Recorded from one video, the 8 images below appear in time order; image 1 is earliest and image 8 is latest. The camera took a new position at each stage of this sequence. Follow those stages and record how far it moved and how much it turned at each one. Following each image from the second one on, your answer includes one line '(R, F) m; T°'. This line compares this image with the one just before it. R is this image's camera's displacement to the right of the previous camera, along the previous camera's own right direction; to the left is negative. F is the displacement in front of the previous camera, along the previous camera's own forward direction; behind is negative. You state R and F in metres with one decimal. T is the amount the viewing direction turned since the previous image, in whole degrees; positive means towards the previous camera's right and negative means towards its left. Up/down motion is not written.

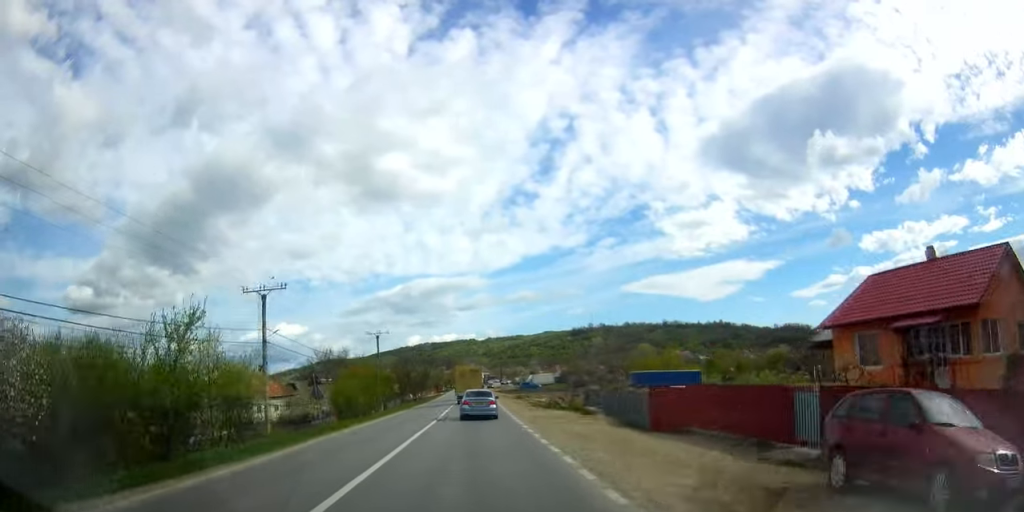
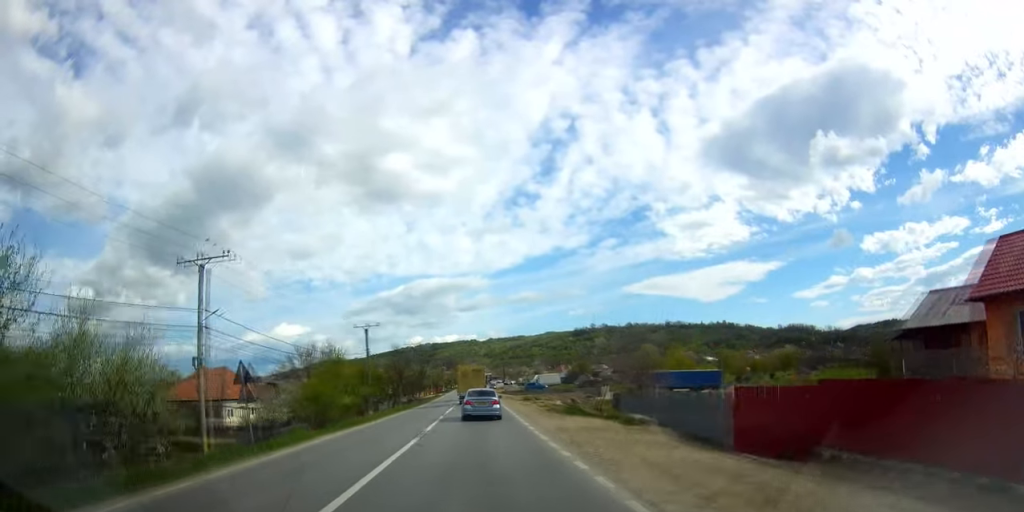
(0.0, +8.7) m; 0°
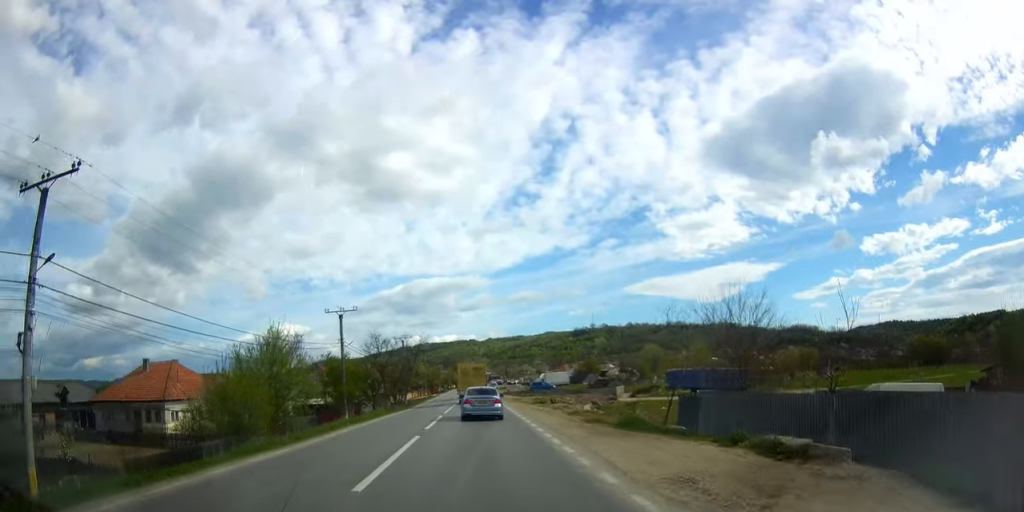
(-0.1, +12.7) m; 0°
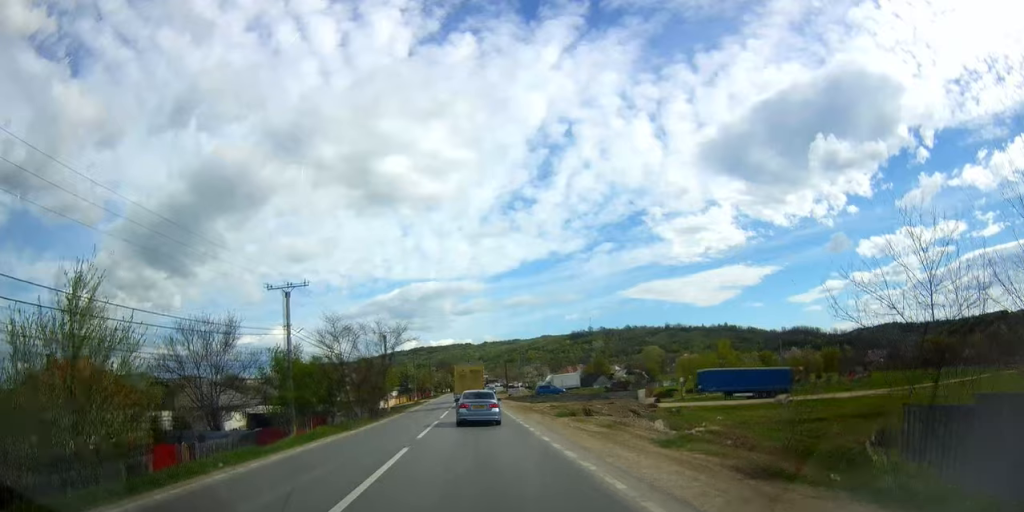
(-0.1, +15.7) m; 0°
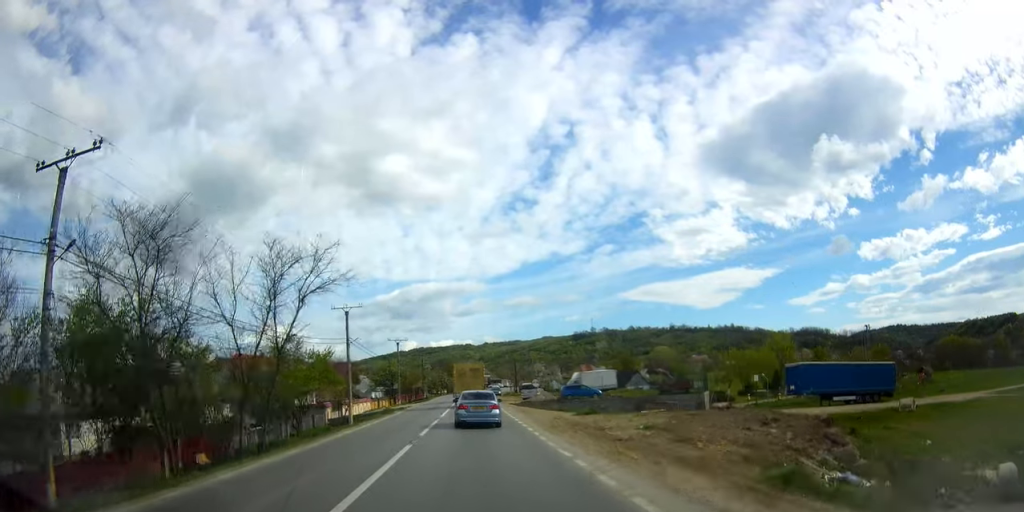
(-0.1, +25.4) m; 0°
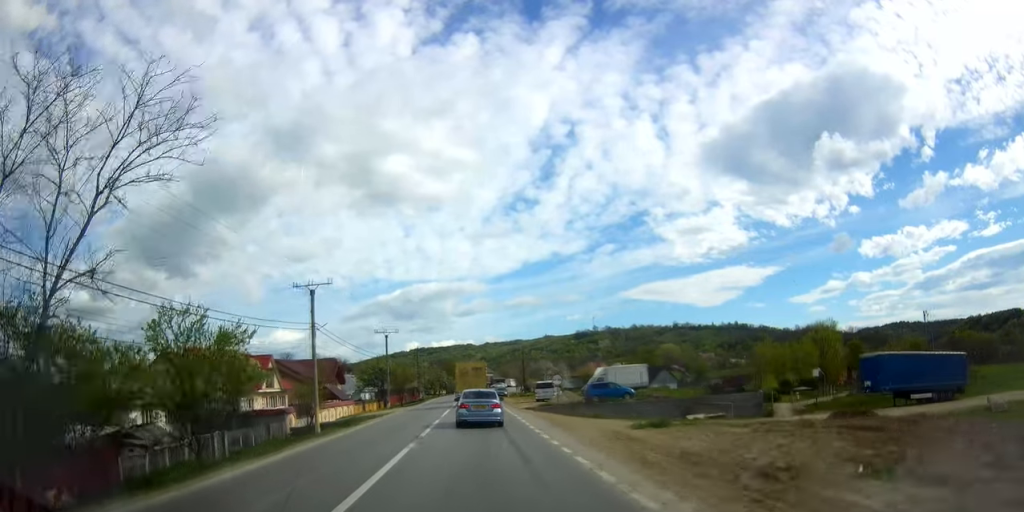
(0.0, +13.0) m; 0°
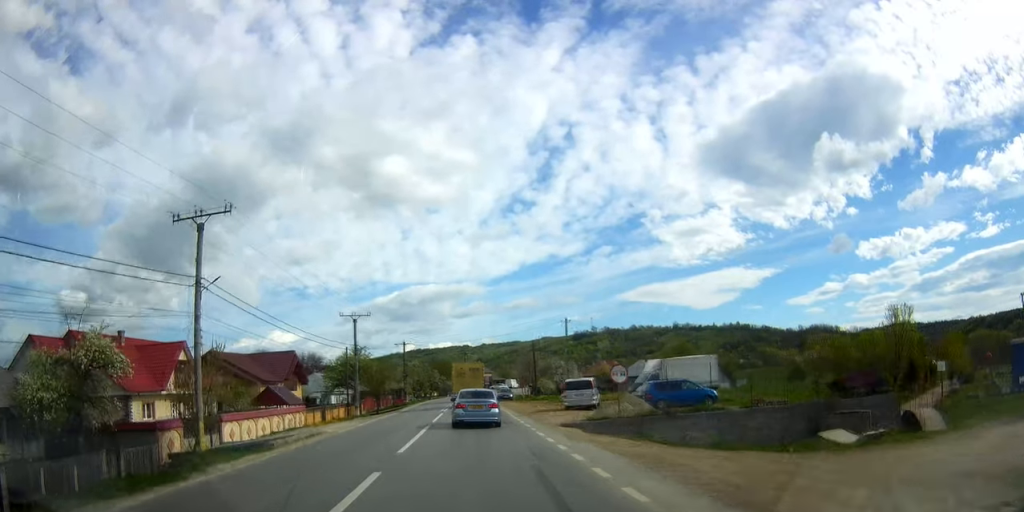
(0.0, +18.7) m; +1°
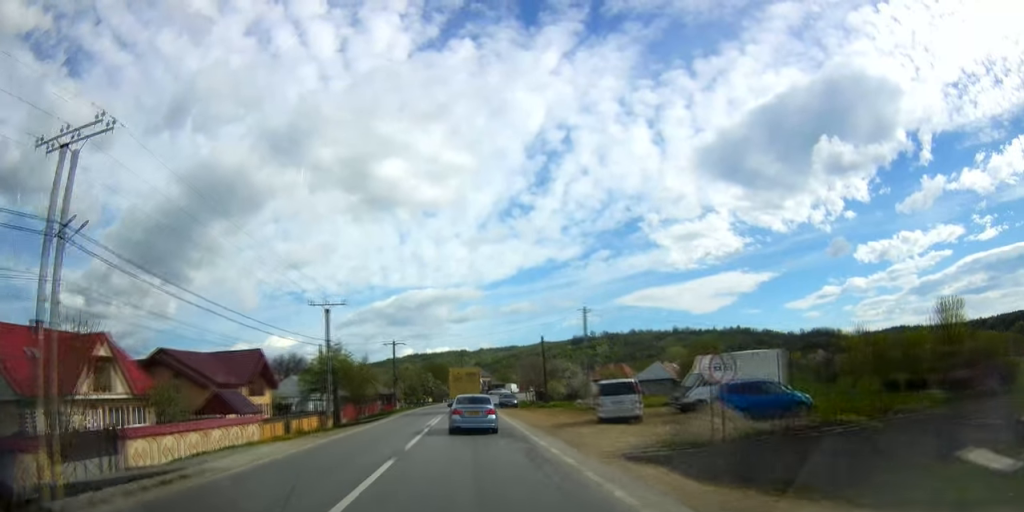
(+0.2, +10.1) m; +1°
